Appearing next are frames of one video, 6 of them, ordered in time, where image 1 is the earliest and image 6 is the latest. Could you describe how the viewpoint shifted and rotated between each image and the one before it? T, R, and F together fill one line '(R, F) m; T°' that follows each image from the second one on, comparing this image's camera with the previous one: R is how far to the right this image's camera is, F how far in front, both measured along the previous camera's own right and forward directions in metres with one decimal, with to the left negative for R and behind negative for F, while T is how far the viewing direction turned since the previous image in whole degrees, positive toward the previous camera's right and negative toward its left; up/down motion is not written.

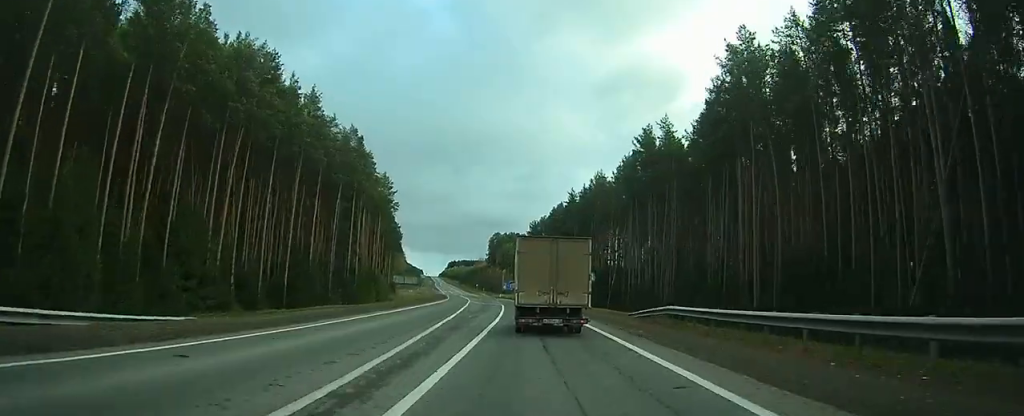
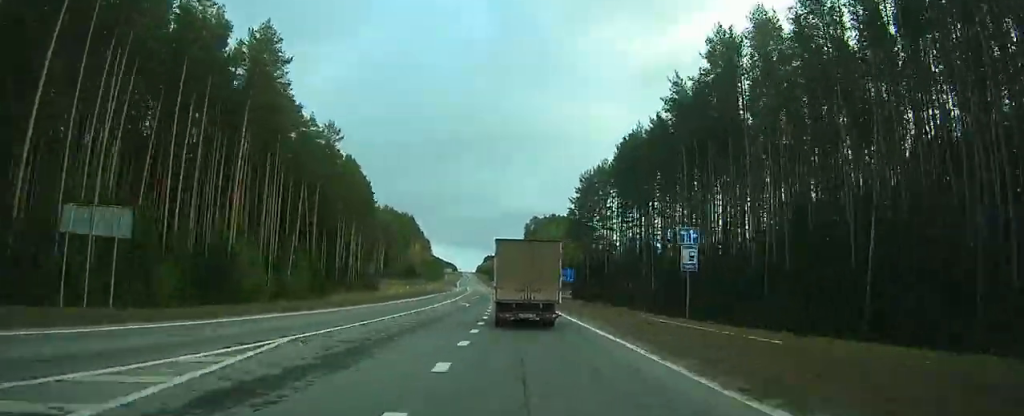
(-0.4, +68.4) m; -2°
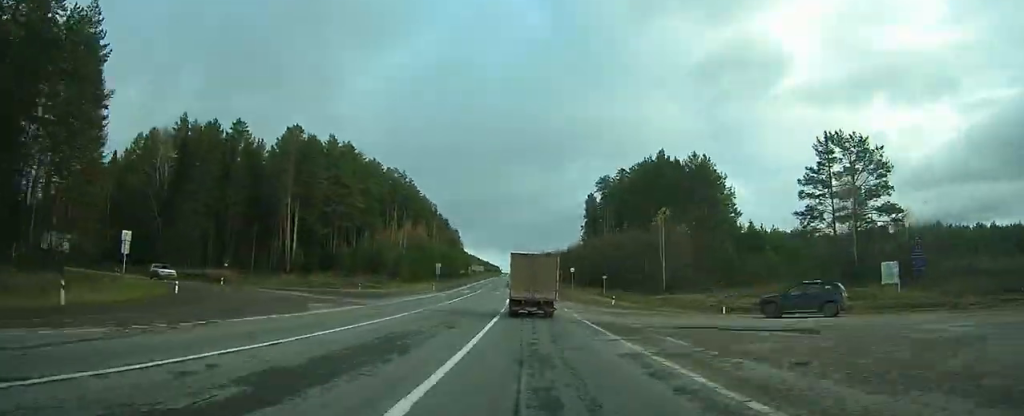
(-5.3, +121.1) m; -5°
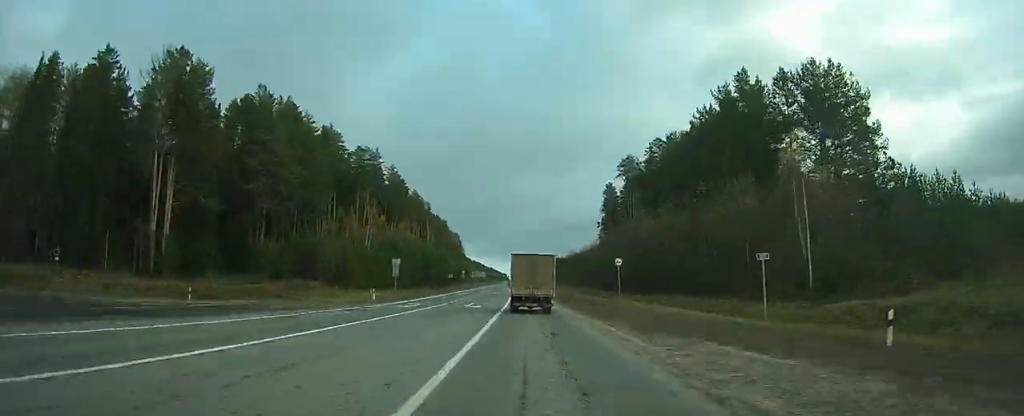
(-0.8, +38.8) m; -1°
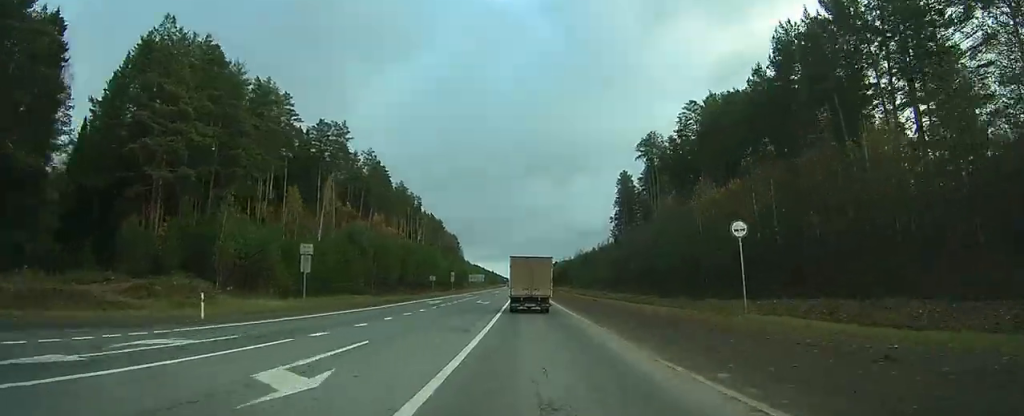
(-0.2, +28.3) m; 0°
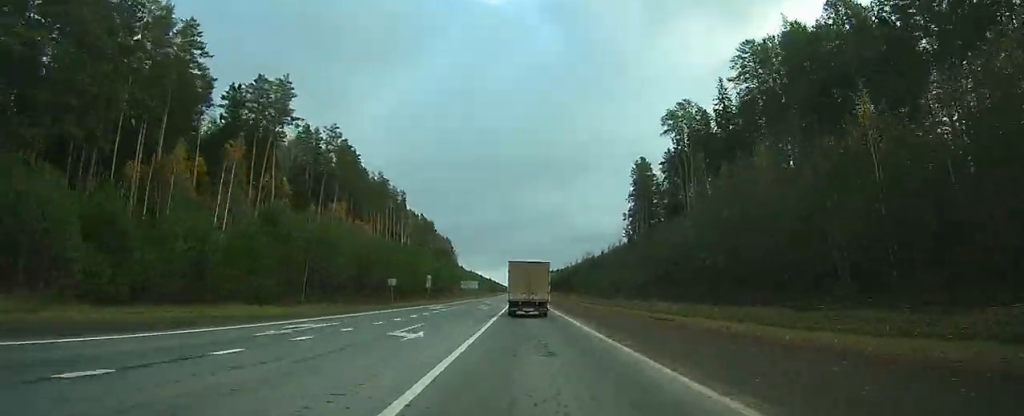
(-0.1, +28.5) m; 0°
